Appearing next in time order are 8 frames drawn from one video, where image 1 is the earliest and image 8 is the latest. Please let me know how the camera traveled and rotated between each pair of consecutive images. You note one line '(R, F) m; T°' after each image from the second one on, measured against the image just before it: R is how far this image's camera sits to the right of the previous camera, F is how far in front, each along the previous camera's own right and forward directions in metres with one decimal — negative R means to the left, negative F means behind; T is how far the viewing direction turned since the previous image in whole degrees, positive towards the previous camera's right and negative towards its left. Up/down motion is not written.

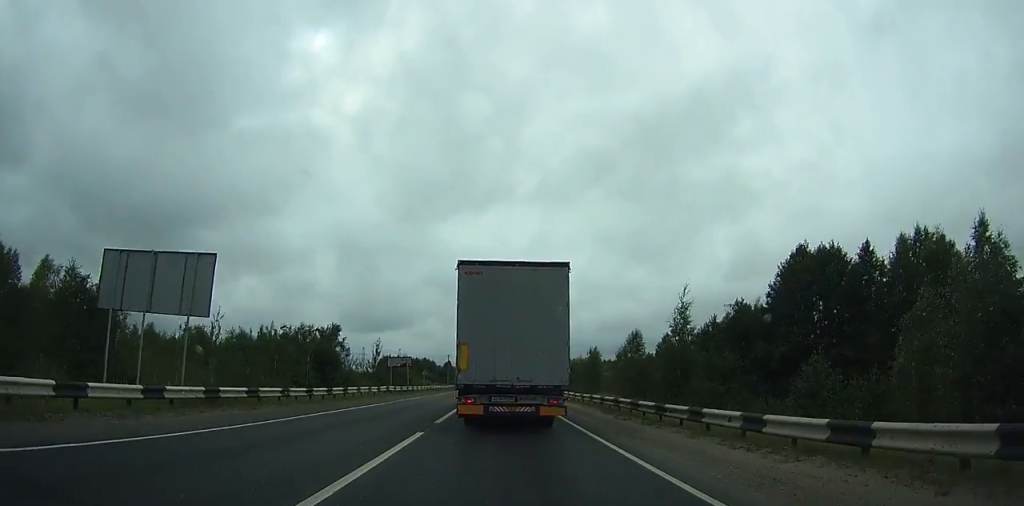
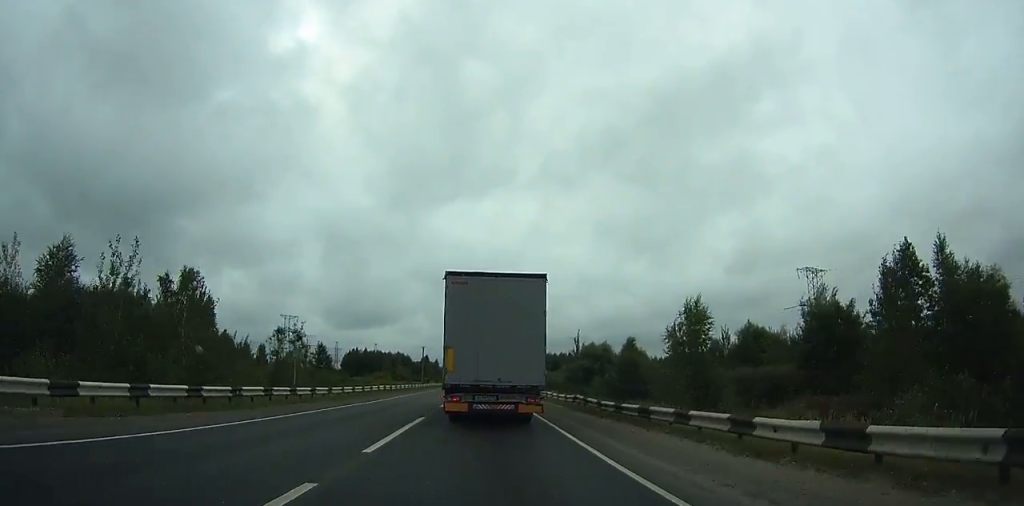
(+0.4, +53.8) m; +1°
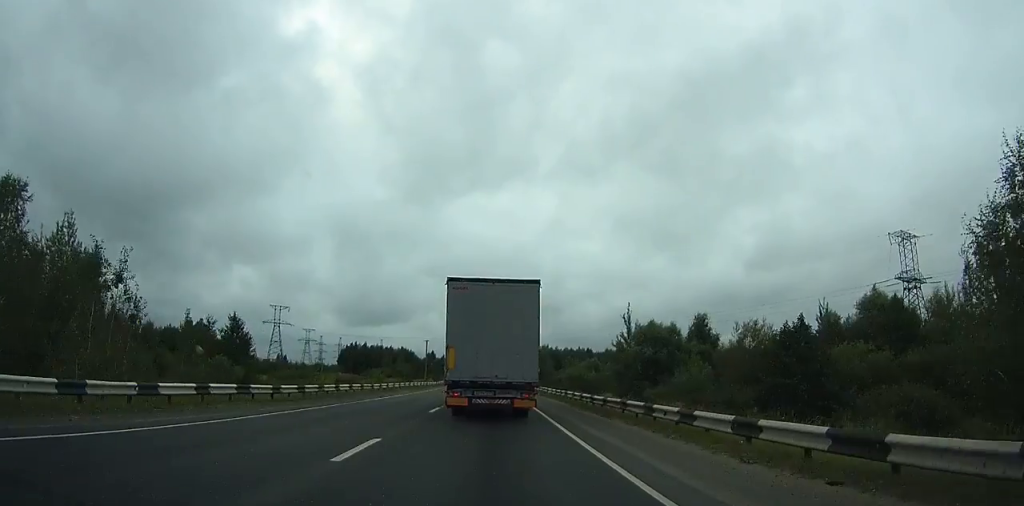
(+0.1, +29.7) m; 0°
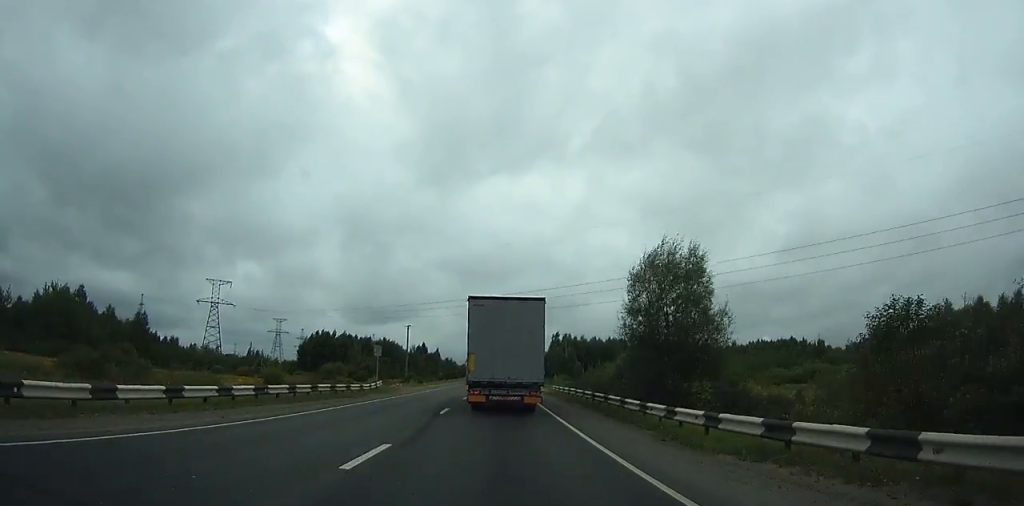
(-0.4, +70.9) m; -1°
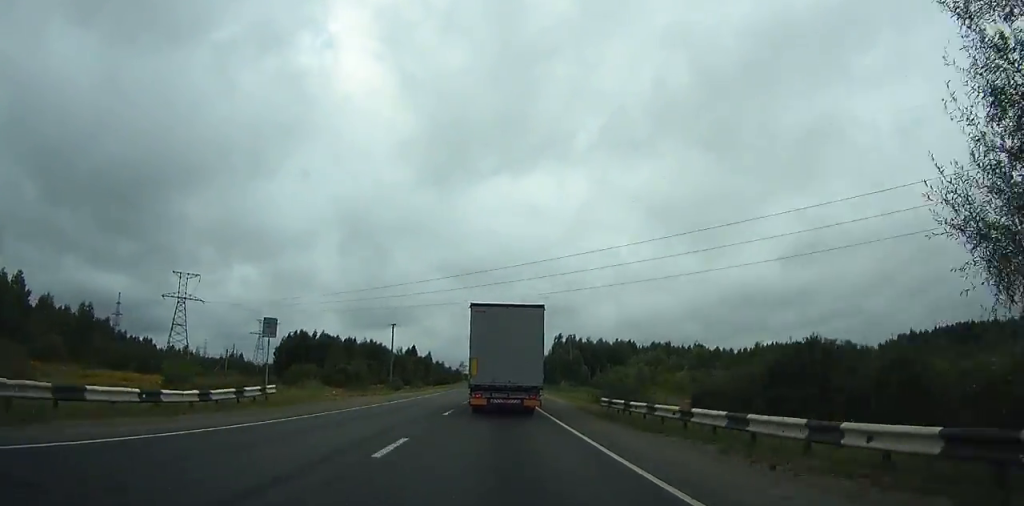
(0.0, +22.4) m; 0°
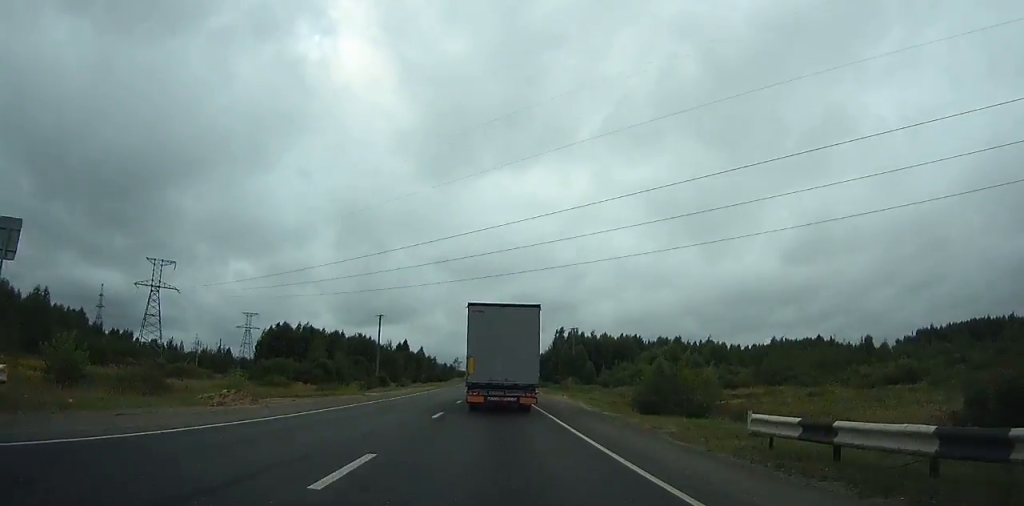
(0.0, +14.7) m; 0°
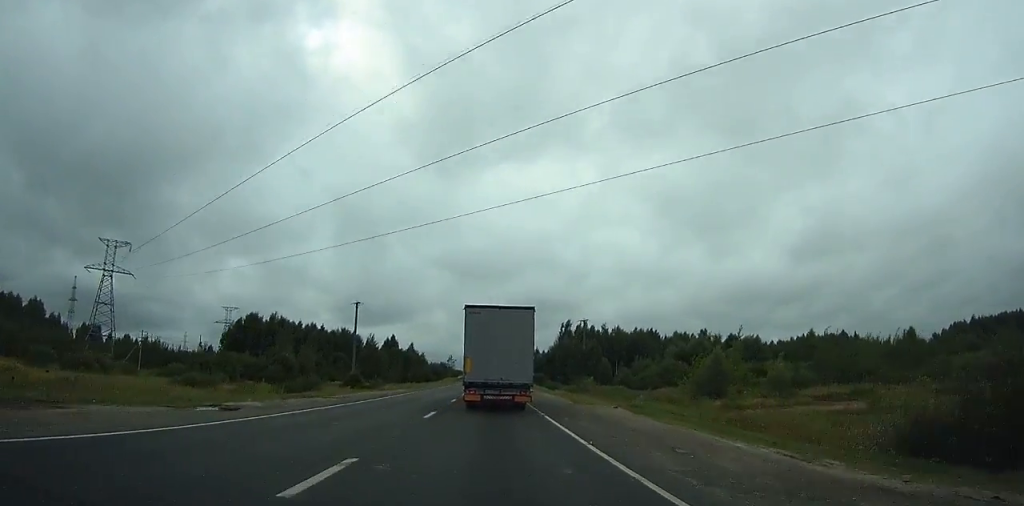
(0.0, +24.3) m; 0°
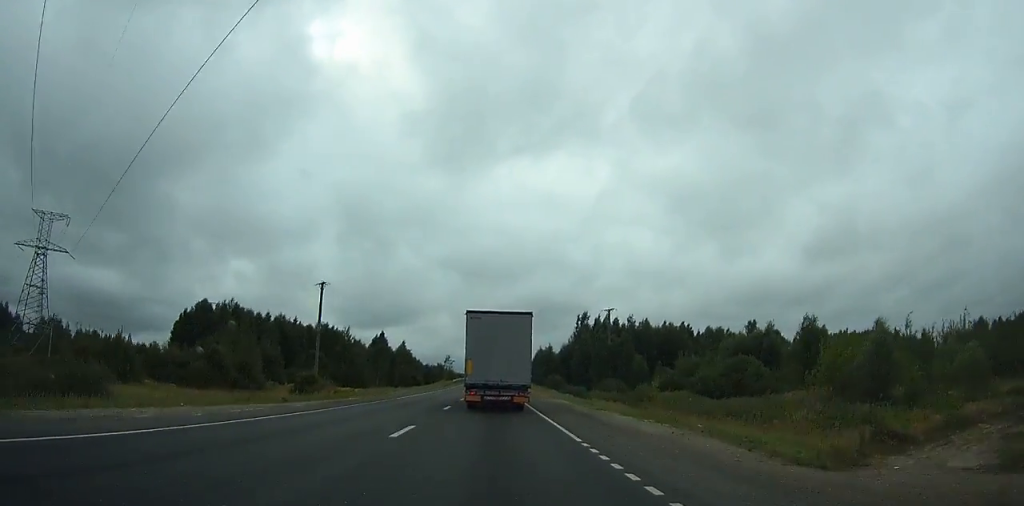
(+0.1, +29.4) m; 0°
